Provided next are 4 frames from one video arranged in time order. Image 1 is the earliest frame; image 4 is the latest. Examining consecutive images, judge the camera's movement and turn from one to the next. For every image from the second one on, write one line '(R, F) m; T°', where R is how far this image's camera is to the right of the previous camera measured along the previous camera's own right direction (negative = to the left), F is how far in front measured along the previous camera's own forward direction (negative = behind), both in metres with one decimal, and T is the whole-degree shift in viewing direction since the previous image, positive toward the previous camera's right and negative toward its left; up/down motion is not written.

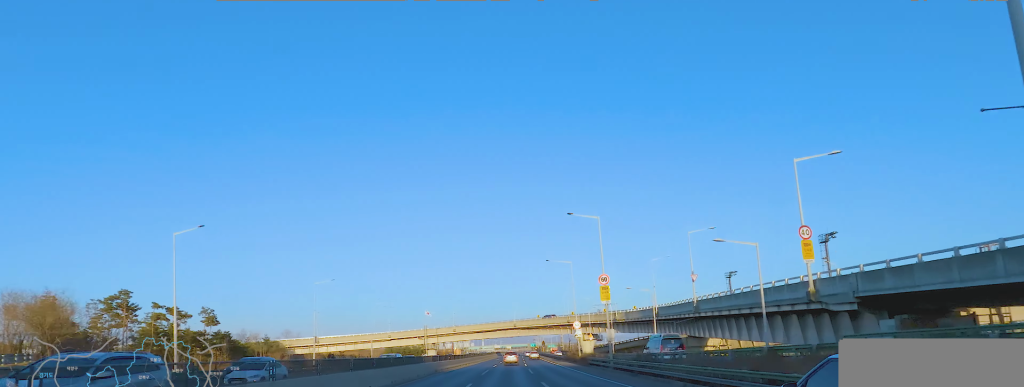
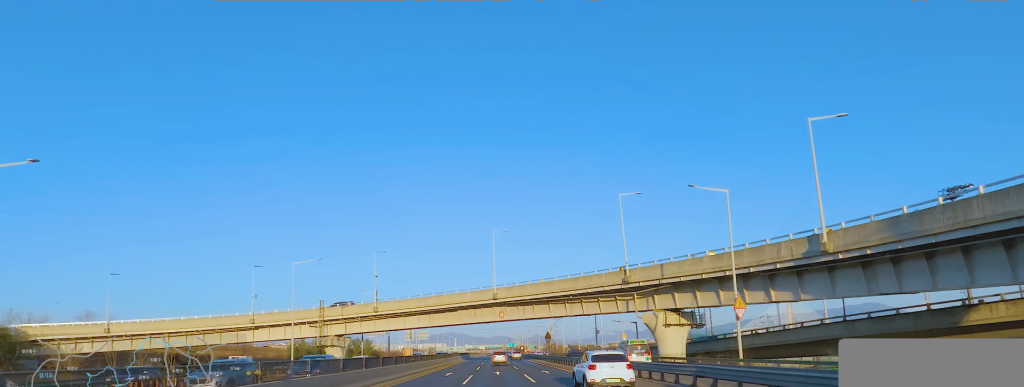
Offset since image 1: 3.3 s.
(+2.0, +71.7) m; +1°
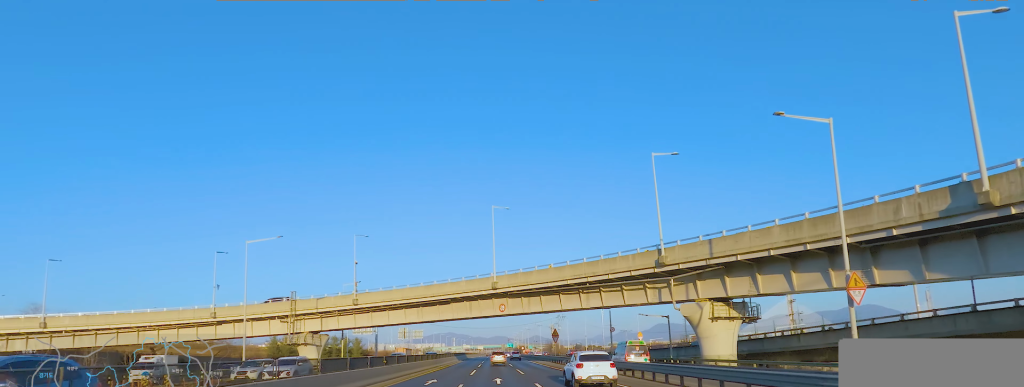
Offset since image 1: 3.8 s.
(+0.3, +10.7) m; +1°
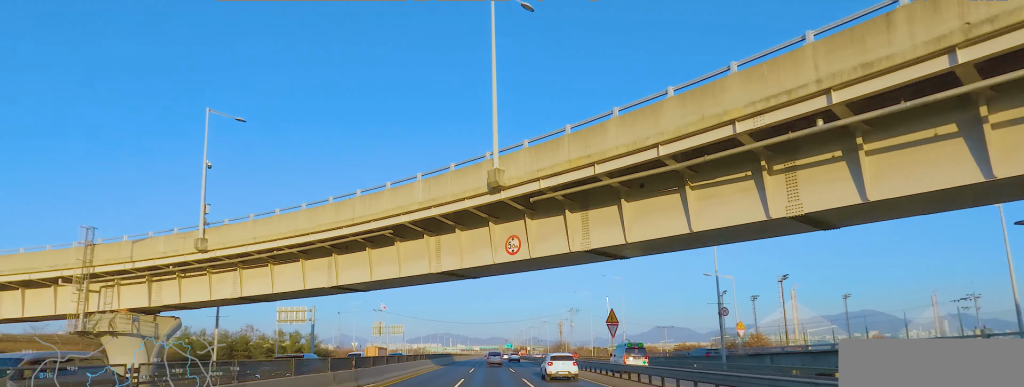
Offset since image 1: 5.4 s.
(-0.1, +34.1) m; -1°
